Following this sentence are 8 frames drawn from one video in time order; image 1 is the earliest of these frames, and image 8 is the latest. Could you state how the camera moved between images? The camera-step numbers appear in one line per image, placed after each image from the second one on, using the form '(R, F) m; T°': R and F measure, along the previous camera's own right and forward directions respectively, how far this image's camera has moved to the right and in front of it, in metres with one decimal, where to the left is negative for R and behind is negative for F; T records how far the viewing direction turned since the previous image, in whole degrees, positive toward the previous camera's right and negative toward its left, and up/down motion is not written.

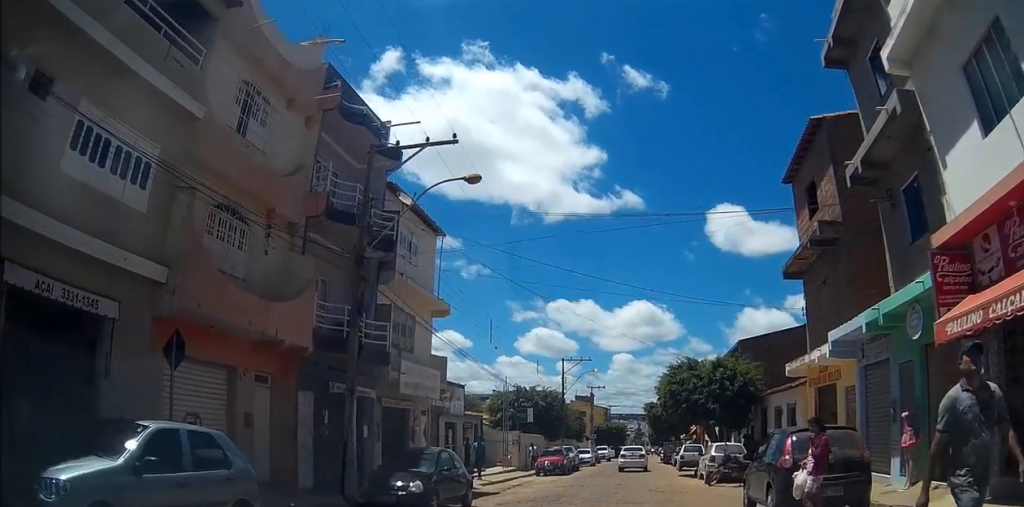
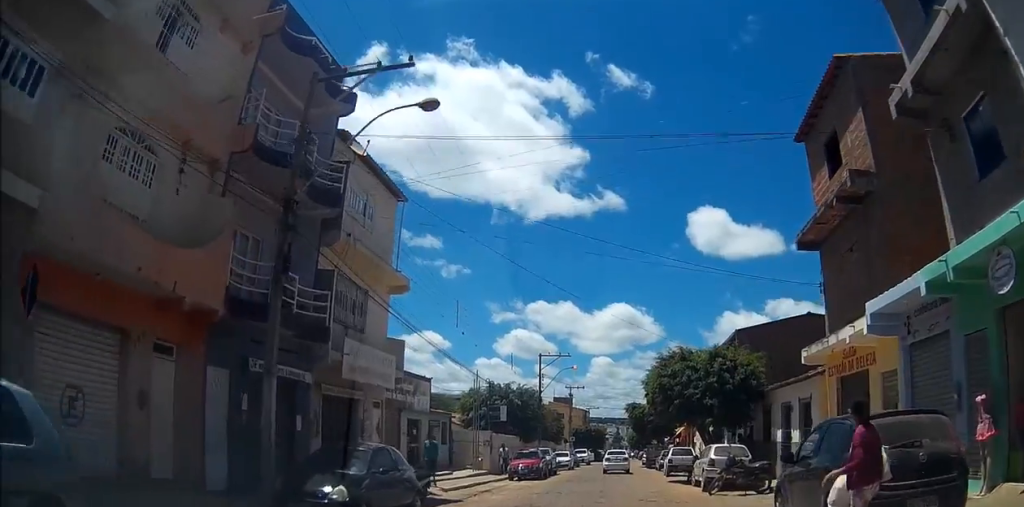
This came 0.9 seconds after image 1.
(-0.2, +2.4) m; -3°
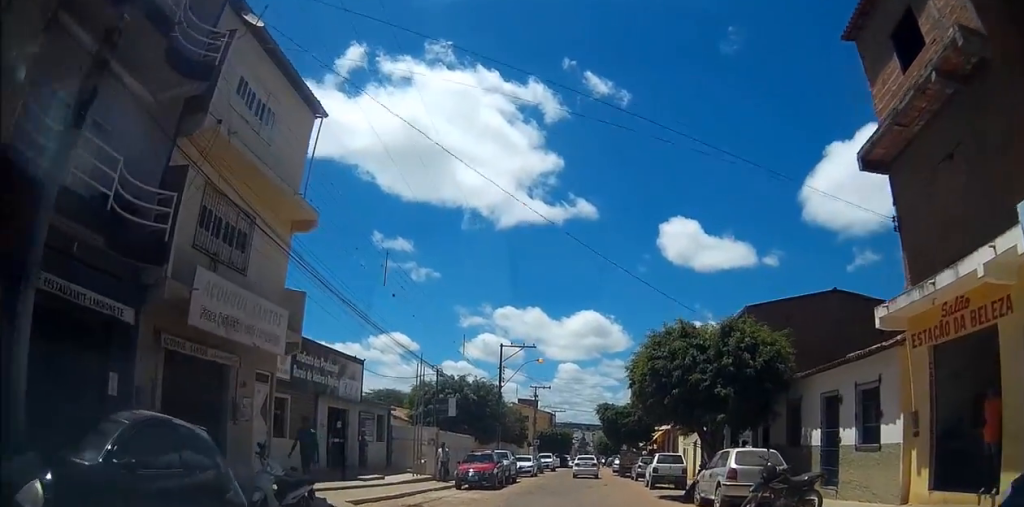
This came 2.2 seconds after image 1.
(+0.2, +4.8) m; +6°
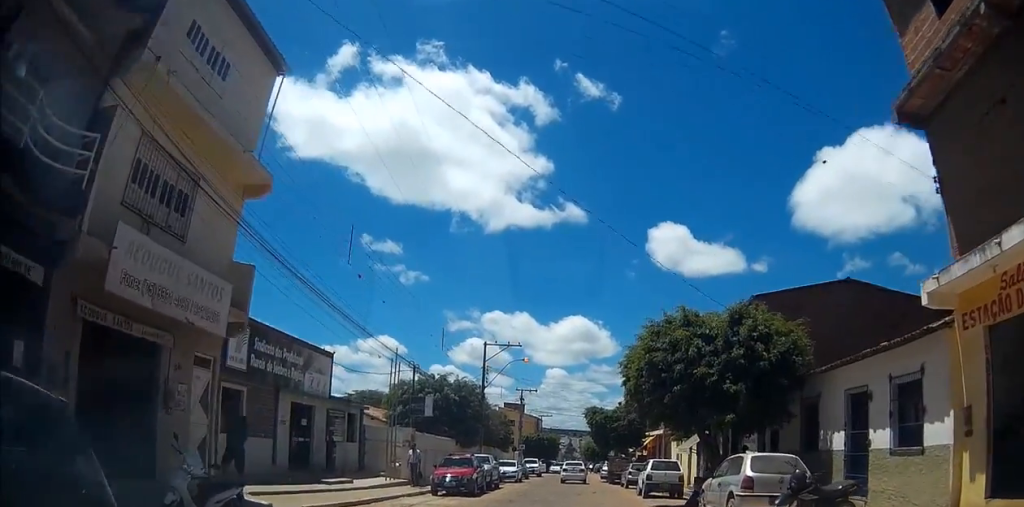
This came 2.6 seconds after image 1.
(+0.1, +1.8) m; +2°
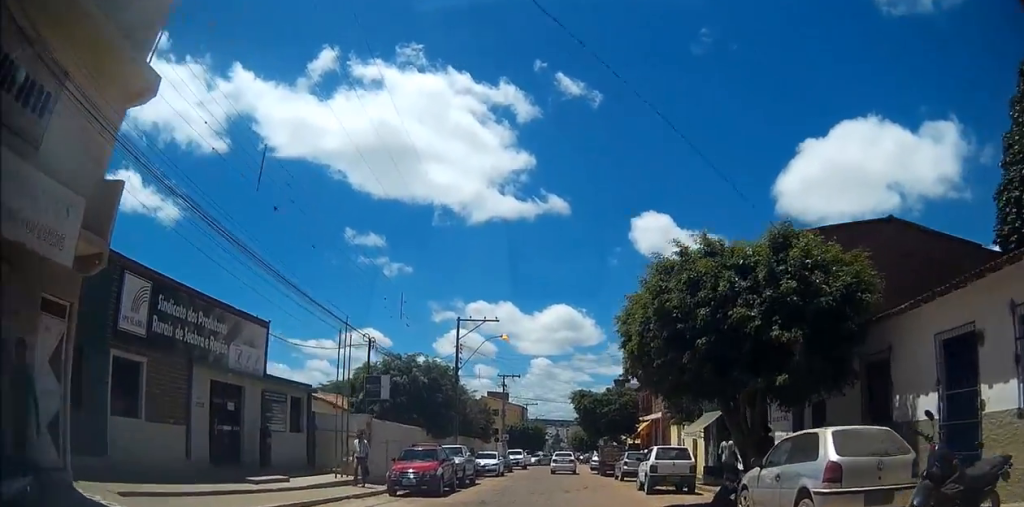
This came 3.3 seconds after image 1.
(0.0, +3.7) m; 0°
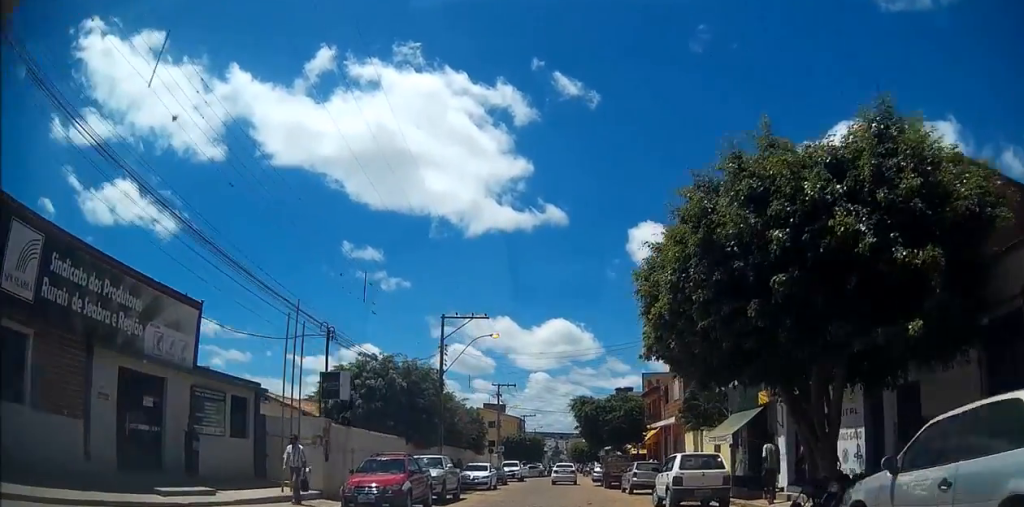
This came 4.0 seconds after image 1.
(0.0, +3.7) m; 0°
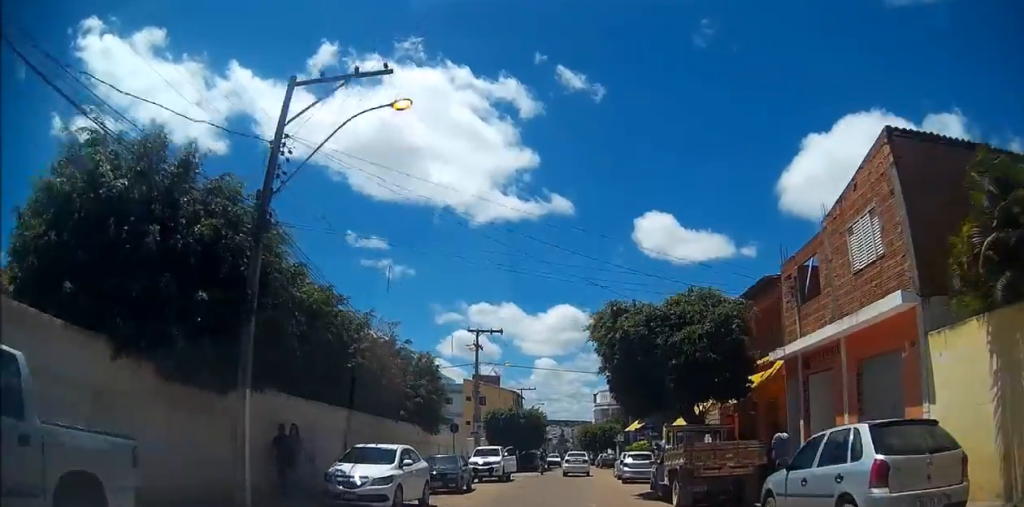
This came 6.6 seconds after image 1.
(-0.1, +18.7) m; -3°
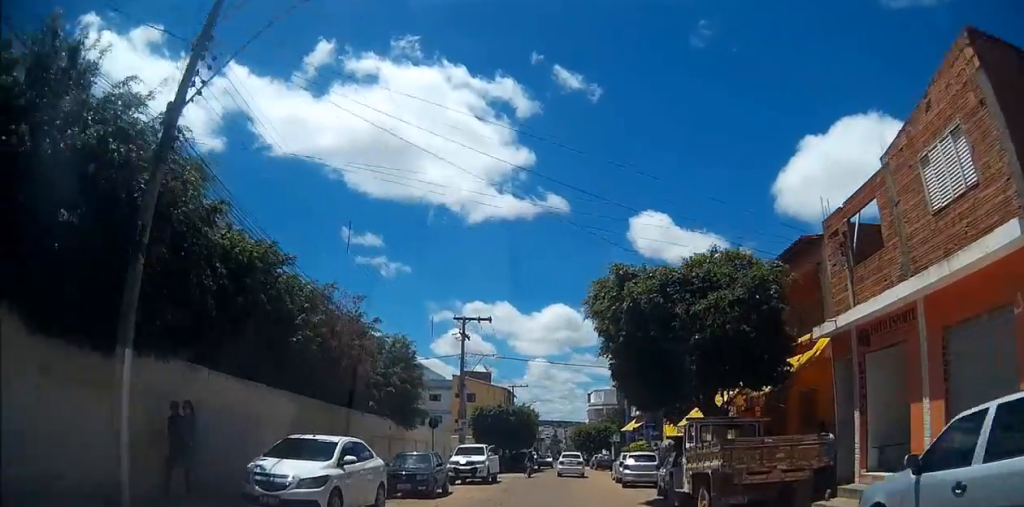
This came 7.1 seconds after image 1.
(-0.2, +3.4) m; 0°
